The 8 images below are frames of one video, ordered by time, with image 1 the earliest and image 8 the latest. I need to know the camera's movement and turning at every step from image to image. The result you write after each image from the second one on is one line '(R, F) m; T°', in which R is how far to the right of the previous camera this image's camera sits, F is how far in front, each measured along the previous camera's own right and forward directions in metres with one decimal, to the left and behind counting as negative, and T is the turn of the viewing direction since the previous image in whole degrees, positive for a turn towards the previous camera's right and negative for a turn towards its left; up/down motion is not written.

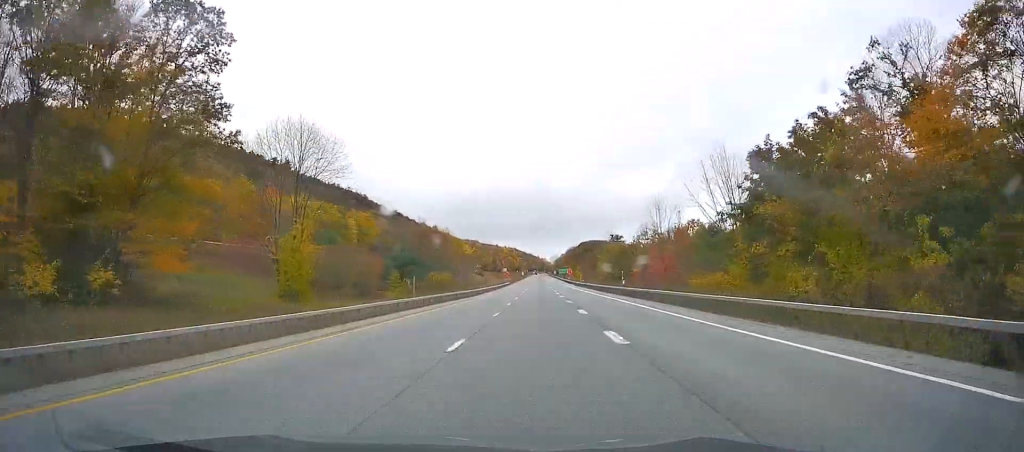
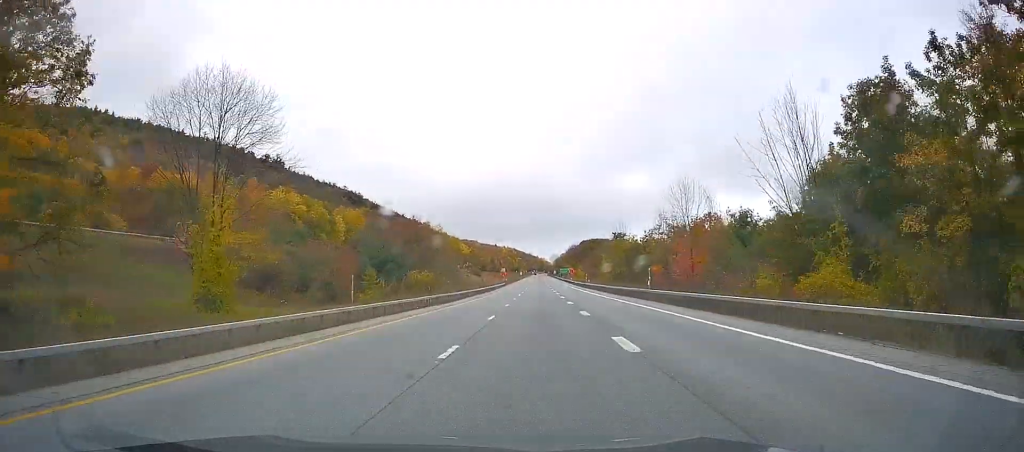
(0.0, +13.9) m; 0°
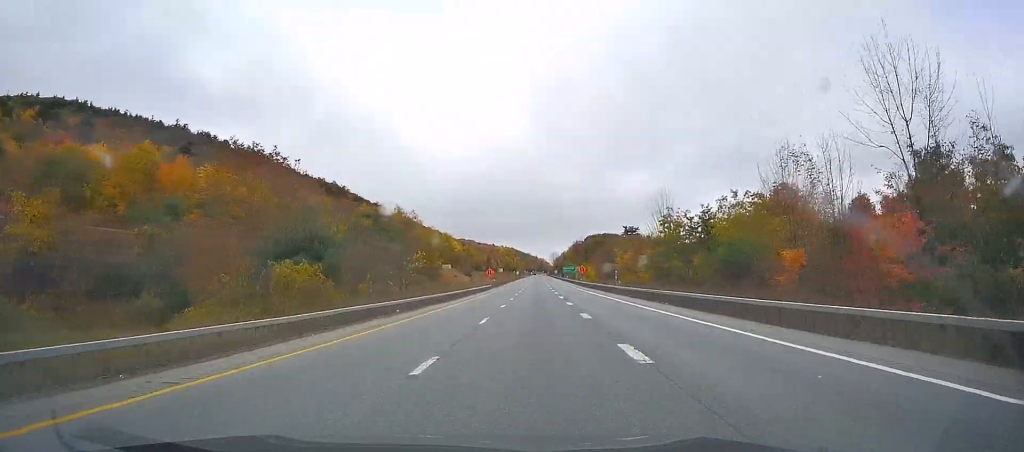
(+0.1, +38.4) m; 0°
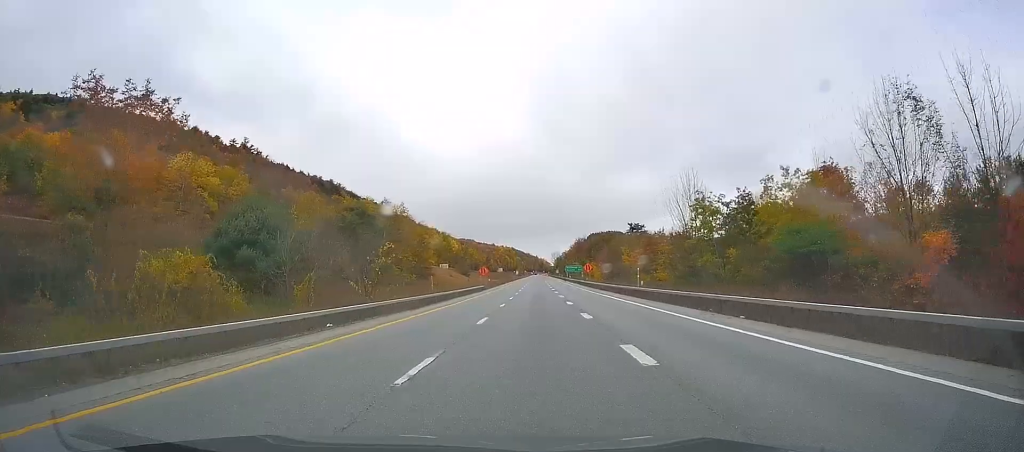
(0.0, +12.8) m; 0°
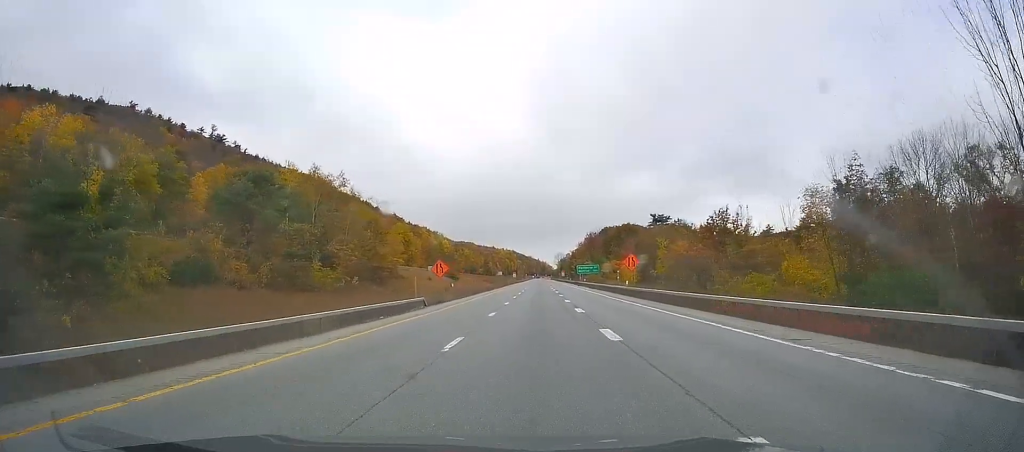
(+0.2, +44.4) m; 0°
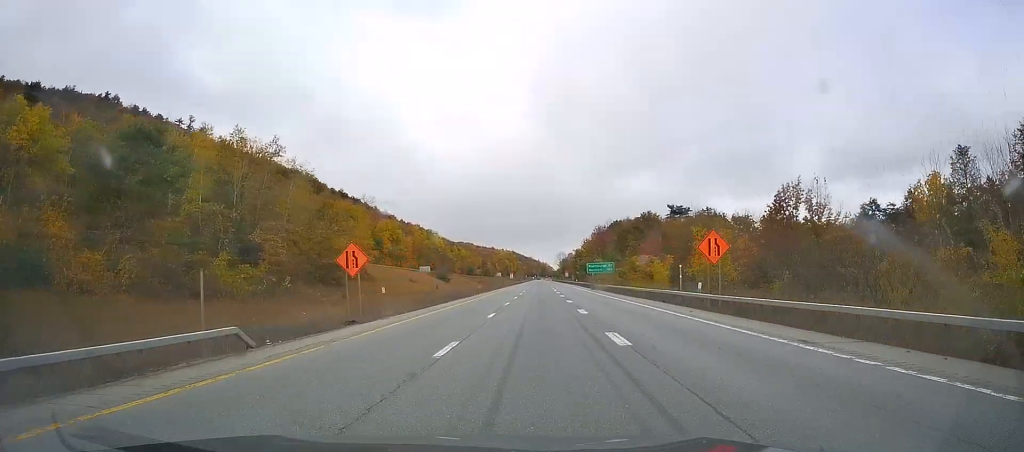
(-0.2, +25.5) m; 0°
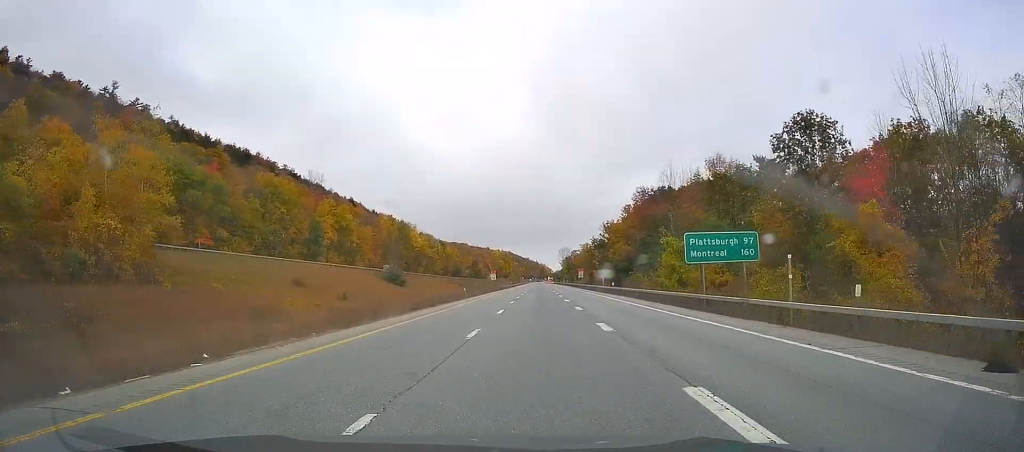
(-0.3, +70.2) m; 0°
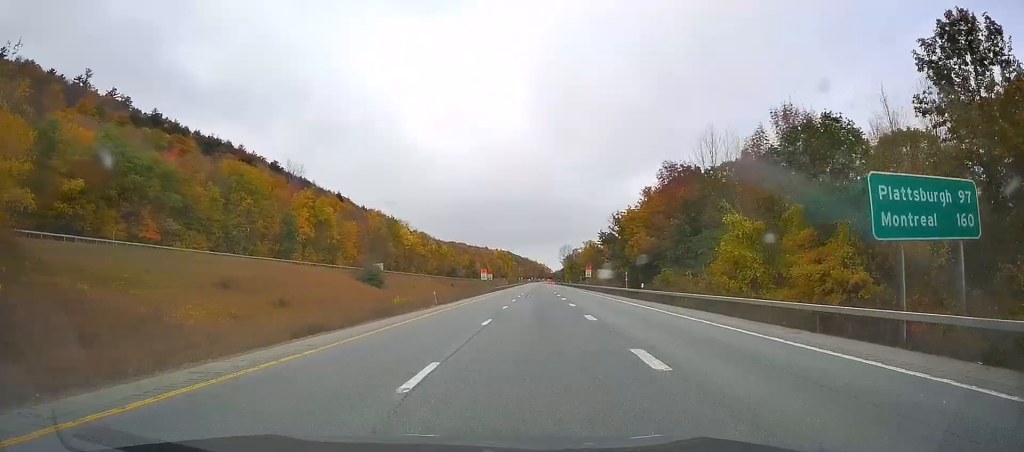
(-0.2, +19.8) m; +1°
